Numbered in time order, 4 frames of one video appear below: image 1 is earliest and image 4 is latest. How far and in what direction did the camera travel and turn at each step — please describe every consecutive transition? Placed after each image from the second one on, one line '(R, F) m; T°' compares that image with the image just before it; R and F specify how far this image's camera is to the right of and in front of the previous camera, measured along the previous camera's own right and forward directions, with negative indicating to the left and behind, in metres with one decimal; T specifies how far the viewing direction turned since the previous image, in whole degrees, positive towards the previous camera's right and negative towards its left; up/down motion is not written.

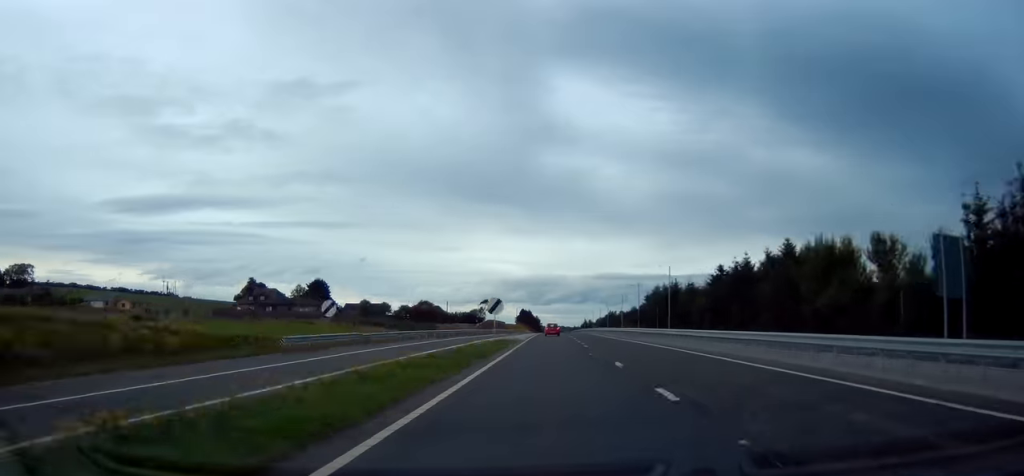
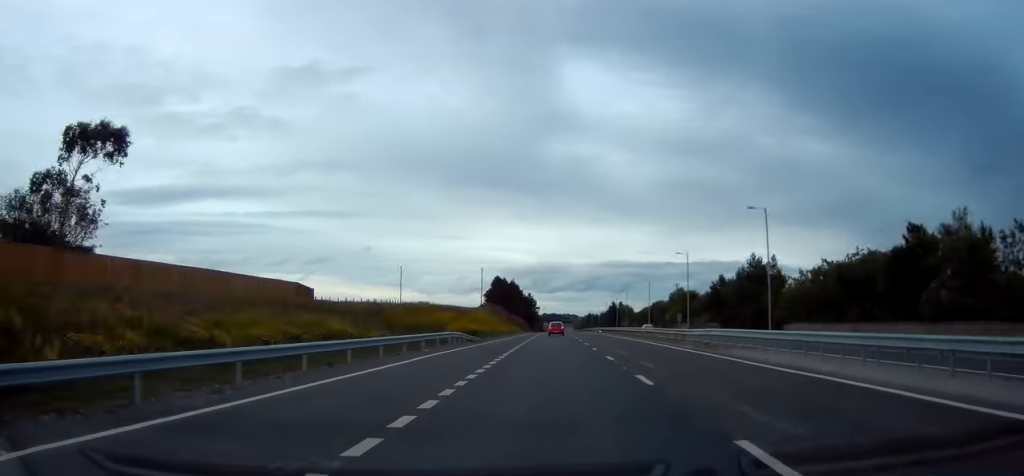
(-1.8, +179.0) m; -1°
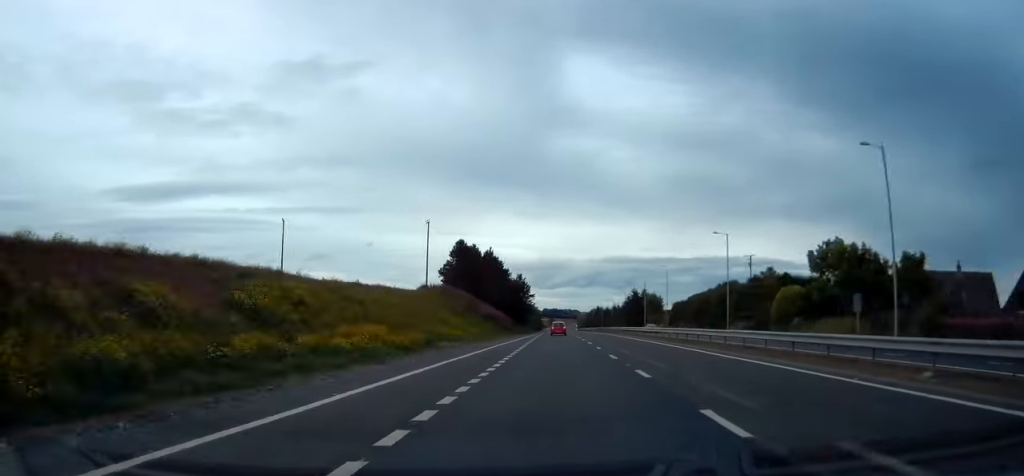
(0.0, +66.8) m; 0°
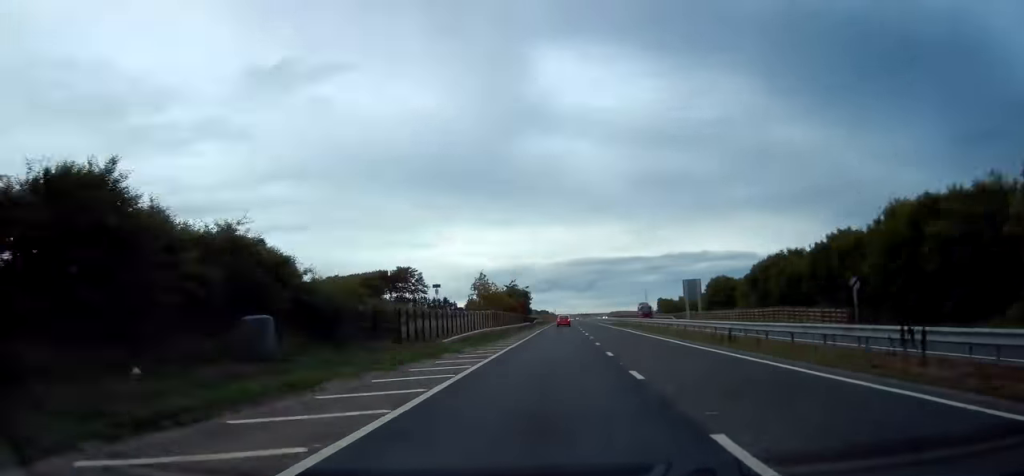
(-3.3, +540.1) m; +2°
